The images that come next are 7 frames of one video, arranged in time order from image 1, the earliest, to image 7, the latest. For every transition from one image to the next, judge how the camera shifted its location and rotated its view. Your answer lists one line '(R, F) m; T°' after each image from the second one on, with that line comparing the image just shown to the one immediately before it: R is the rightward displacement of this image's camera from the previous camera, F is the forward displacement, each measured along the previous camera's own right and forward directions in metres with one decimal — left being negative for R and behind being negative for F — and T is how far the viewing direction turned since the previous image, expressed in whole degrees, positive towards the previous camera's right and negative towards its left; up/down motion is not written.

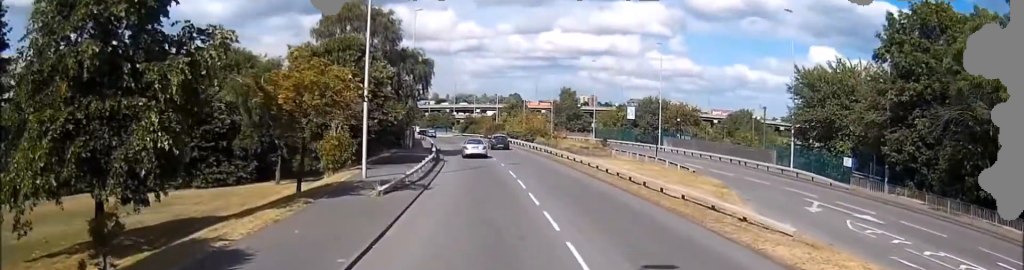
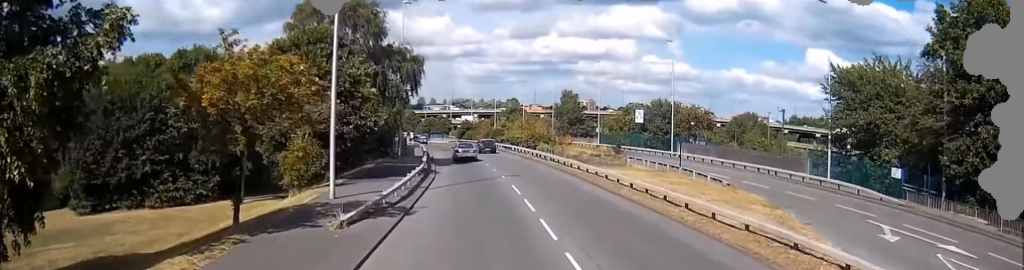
(+0.1, +6.1) m; +1°
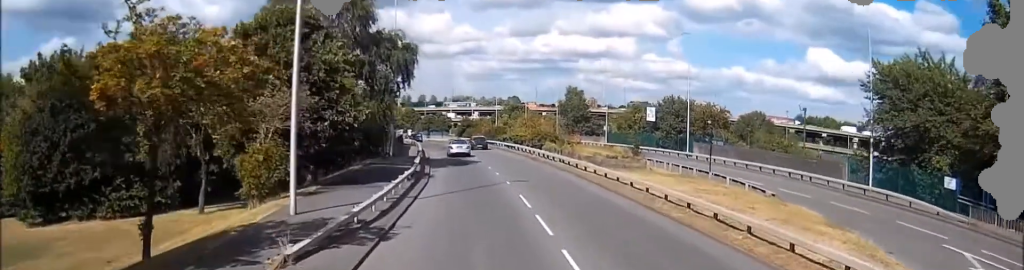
(0.0, +5.2) m; 0°
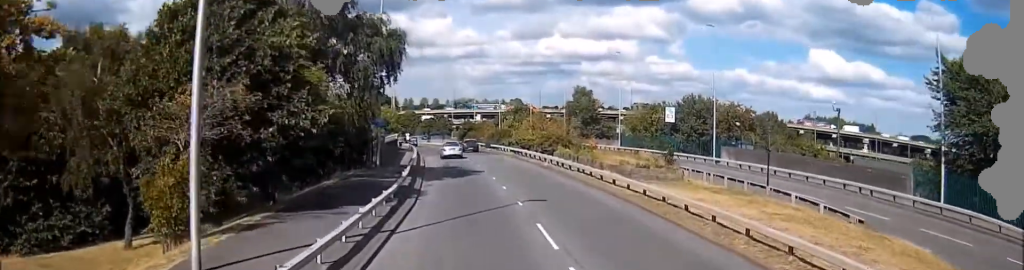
(0.0, +6.9) m; 0°
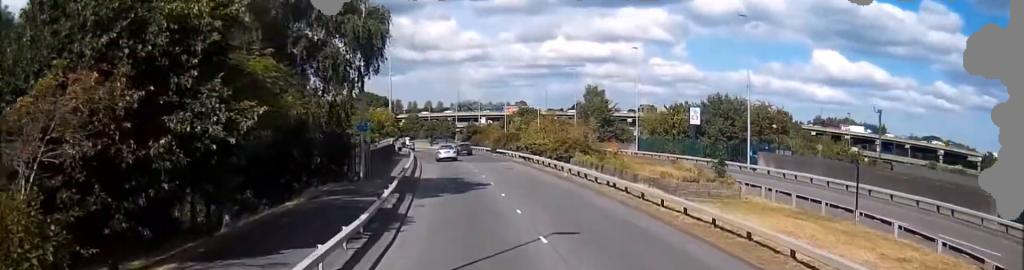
(0.0, +6.9) m; 0°
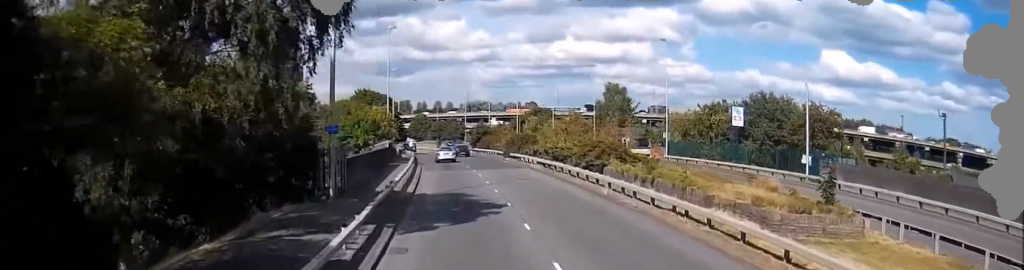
(-0.1, +8.4) m; 0°
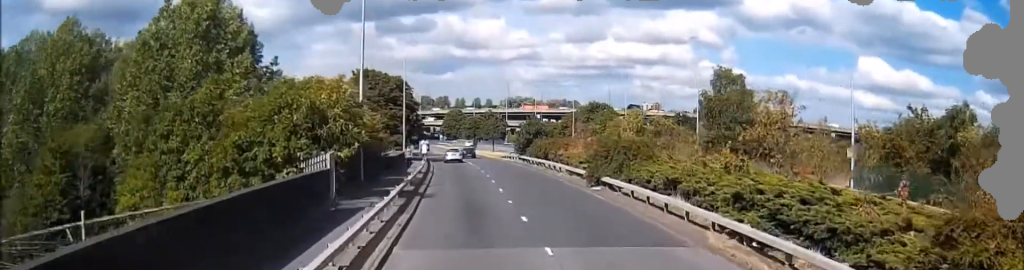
(-0.8, +32.1) m; -5°
